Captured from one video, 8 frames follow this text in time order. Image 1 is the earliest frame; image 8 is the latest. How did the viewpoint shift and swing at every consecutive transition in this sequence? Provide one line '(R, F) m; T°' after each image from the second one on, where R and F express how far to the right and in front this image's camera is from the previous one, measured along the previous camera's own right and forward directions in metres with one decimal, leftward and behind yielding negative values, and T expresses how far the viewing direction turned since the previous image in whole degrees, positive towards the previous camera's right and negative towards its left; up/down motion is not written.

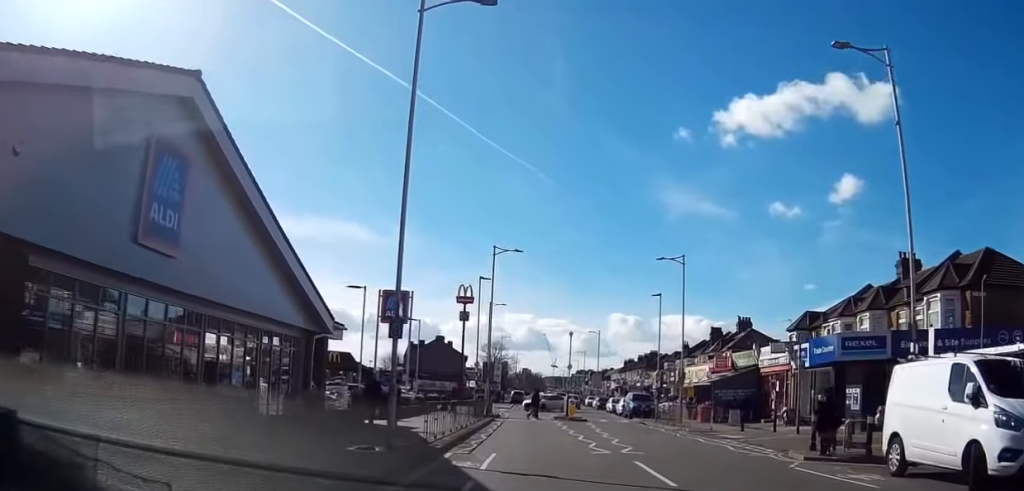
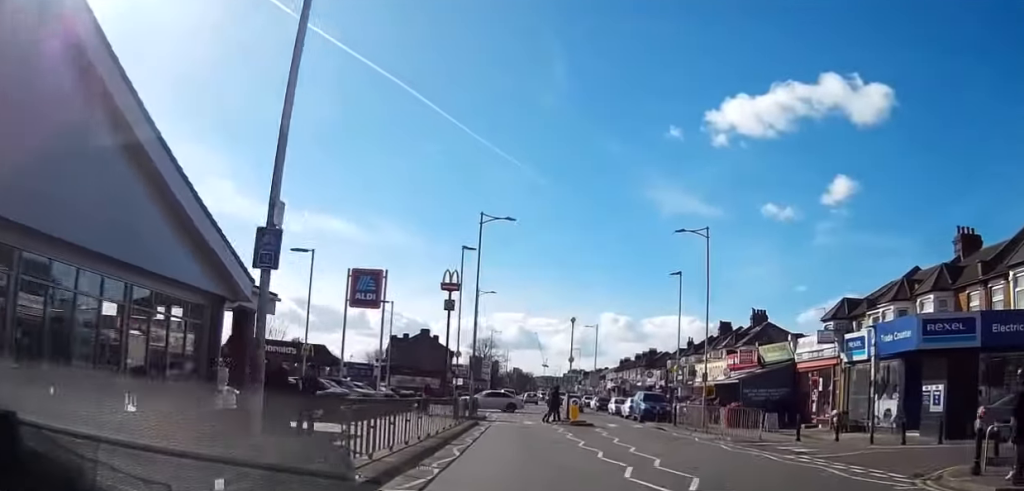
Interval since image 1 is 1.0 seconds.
(0.0, +8.4) m; 0°
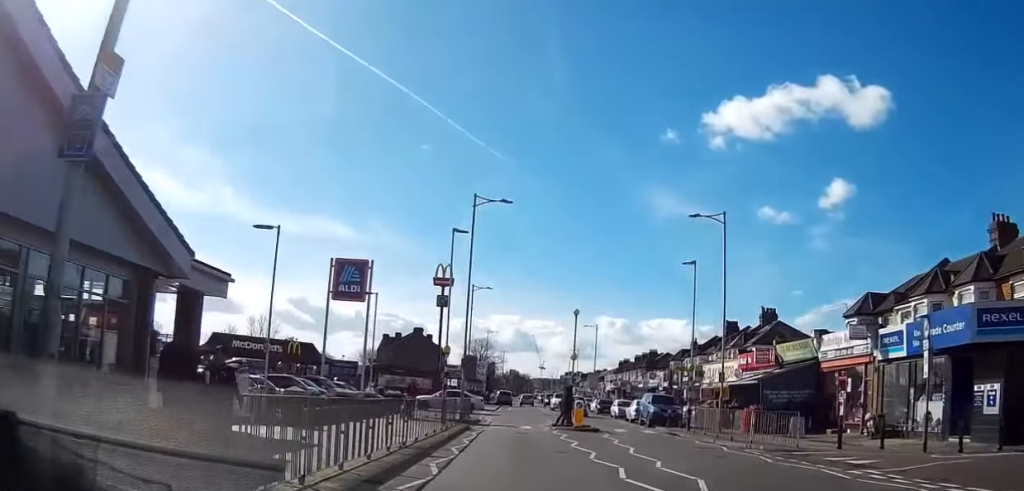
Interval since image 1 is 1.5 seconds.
(0.0, +4.1) m; 0°
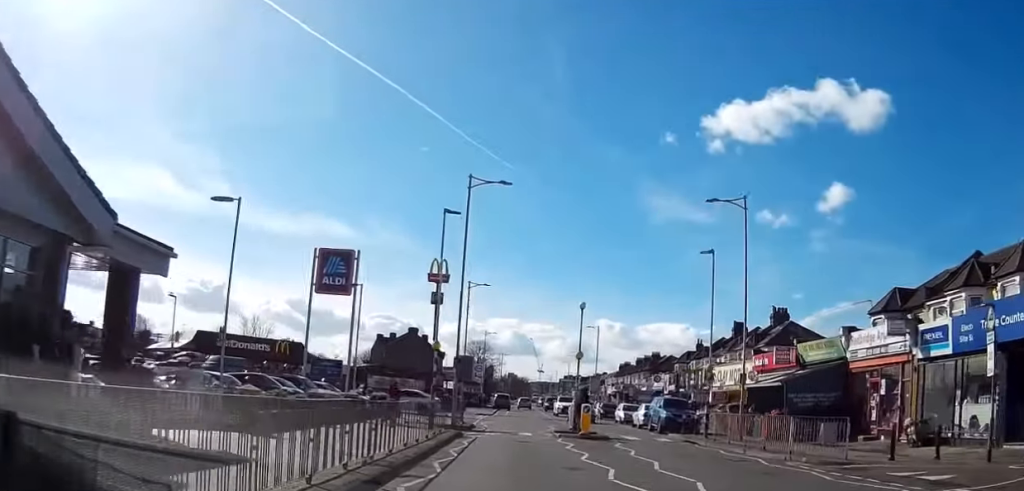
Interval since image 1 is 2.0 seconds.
(0.0, +3.7) m; -1°
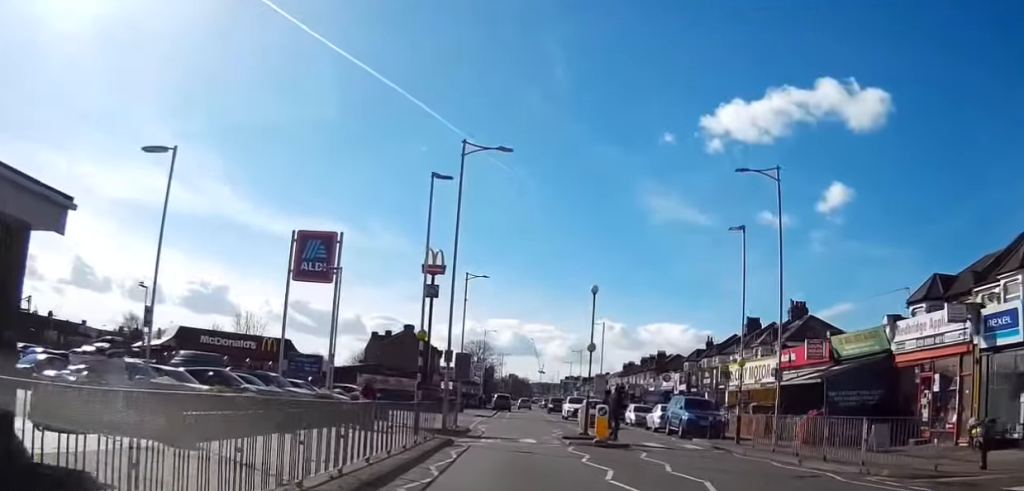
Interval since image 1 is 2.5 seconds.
(0.0, +4.6) m; -1°
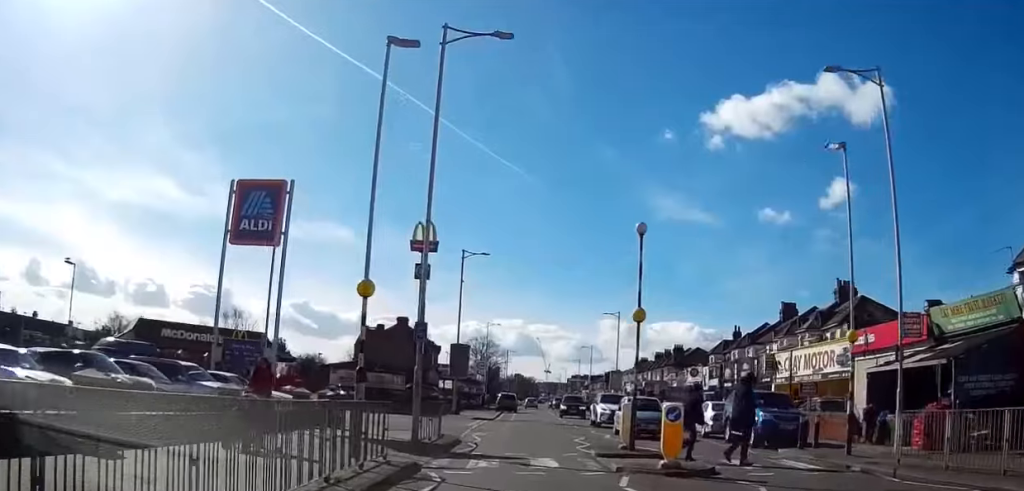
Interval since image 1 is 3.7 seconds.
(-0.2, +9.2) m; -1°
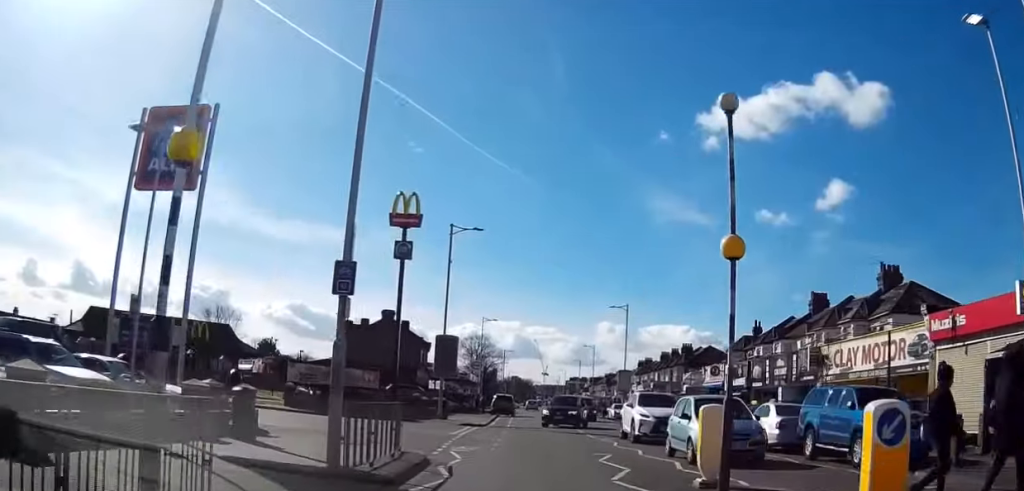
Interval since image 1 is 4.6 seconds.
(0.0, +7.8) m; 0°
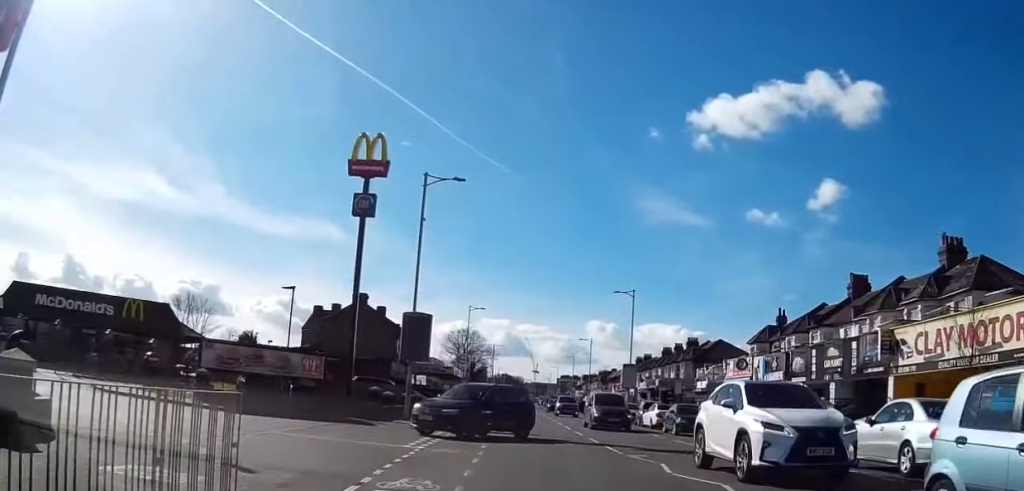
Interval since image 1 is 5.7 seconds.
(0.0, +9.4) m; 0°
